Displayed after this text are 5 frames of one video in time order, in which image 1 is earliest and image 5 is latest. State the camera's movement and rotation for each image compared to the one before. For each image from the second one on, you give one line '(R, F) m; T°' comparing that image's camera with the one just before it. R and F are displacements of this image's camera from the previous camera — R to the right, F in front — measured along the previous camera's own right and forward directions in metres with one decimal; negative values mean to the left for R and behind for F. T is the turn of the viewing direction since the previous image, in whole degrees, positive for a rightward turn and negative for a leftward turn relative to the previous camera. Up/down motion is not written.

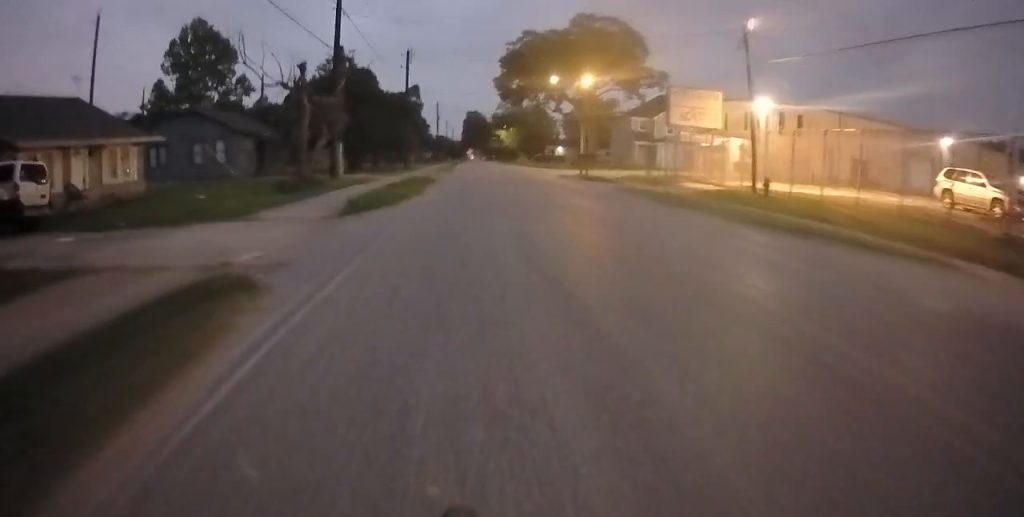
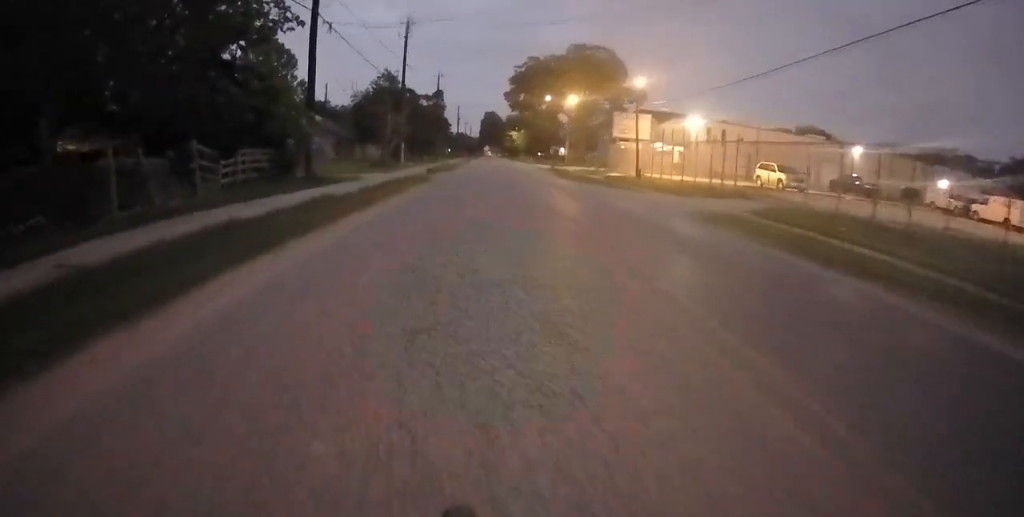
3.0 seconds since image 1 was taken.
(-0.1, +18.9) m; -5°
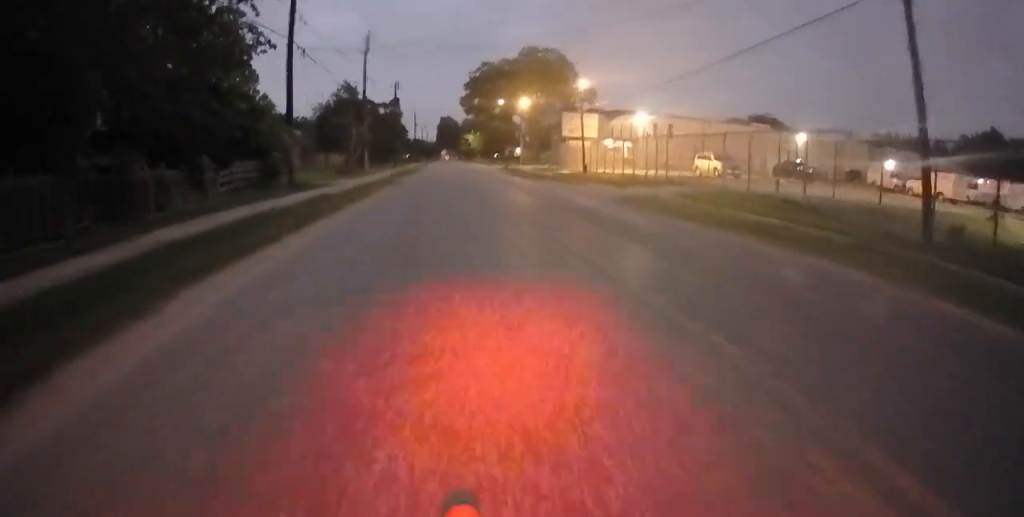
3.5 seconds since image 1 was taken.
(-0.3, +3.4) m; 0°
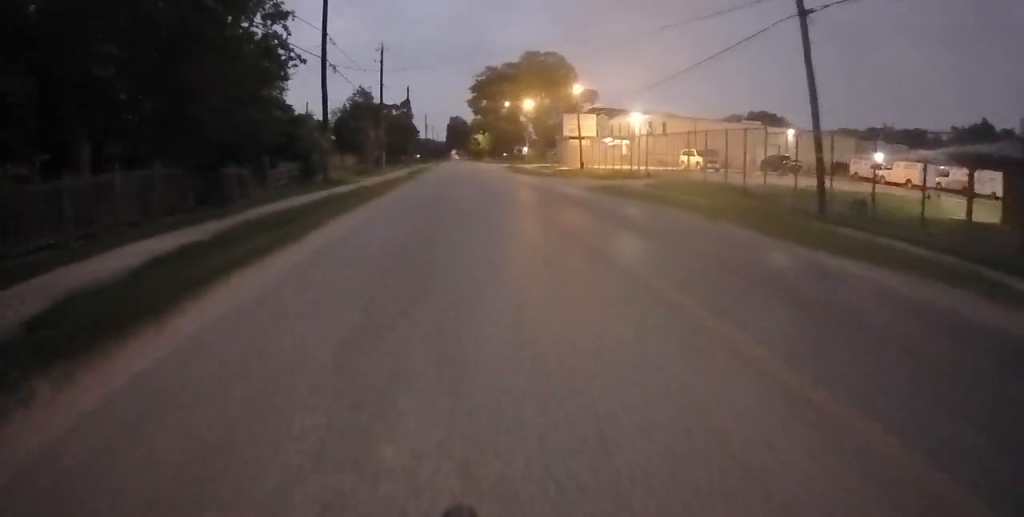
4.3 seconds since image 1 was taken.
(0.0, +5.1) m; +2°
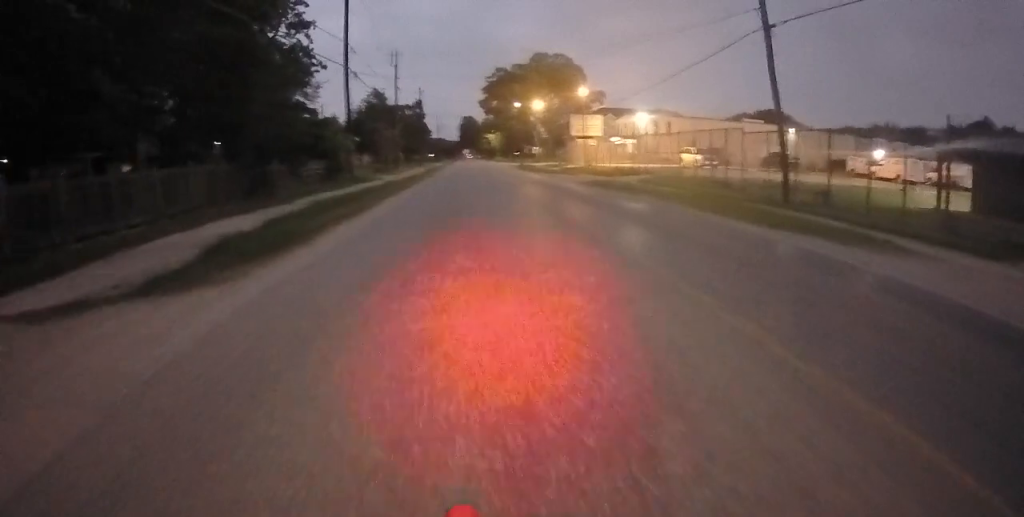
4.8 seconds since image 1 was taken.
(+0.1, +2.9) m; +2°
